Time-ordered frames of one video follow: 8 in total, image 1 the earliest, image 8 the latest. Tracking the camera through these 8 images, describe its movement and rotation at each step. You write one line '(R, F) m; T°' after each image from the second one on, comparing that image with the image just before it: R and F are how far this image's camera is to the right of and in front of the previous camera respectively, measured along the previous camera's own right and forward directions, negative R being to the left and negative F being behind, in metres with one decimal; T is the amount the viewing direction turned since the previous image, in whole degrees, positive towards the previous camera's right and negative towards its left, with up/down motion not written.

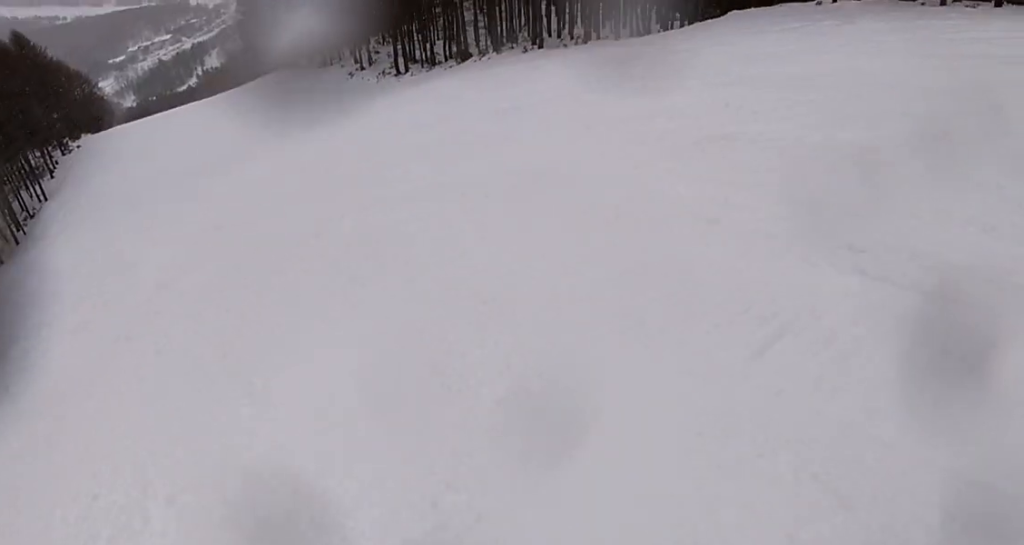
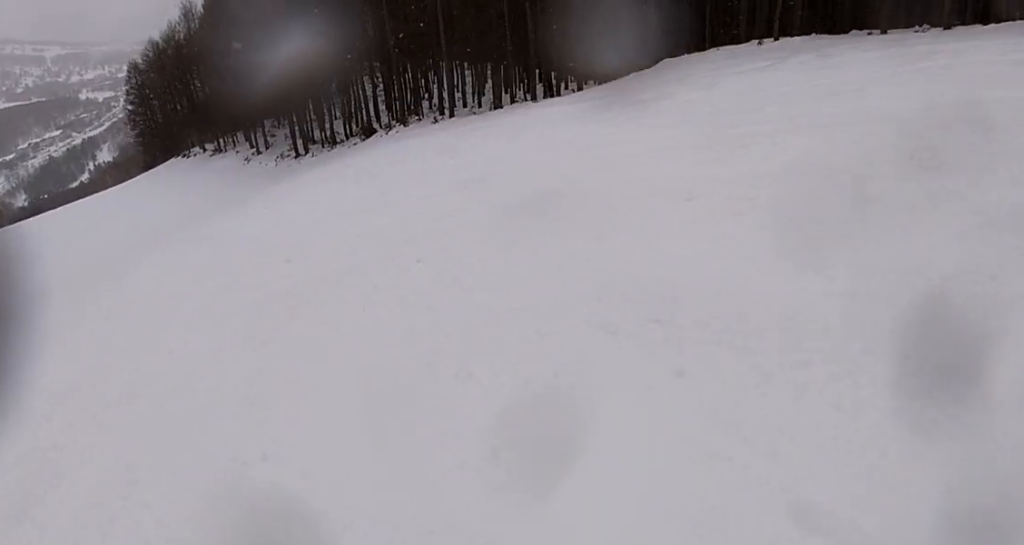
(+1.7, +3.4) m; +17°
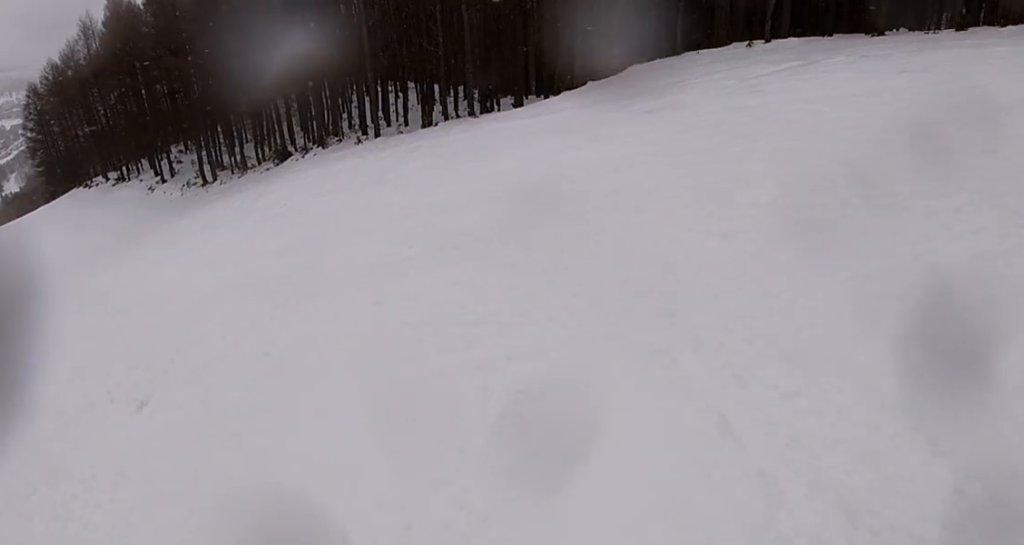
(+0.7, +4.6) m; +3°
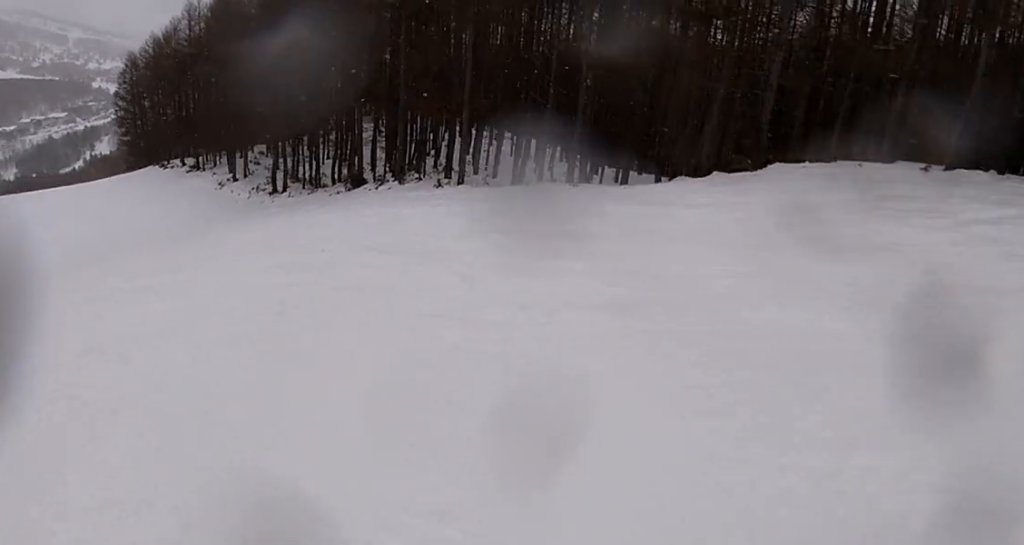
(0.0, +4.2) m; -10°
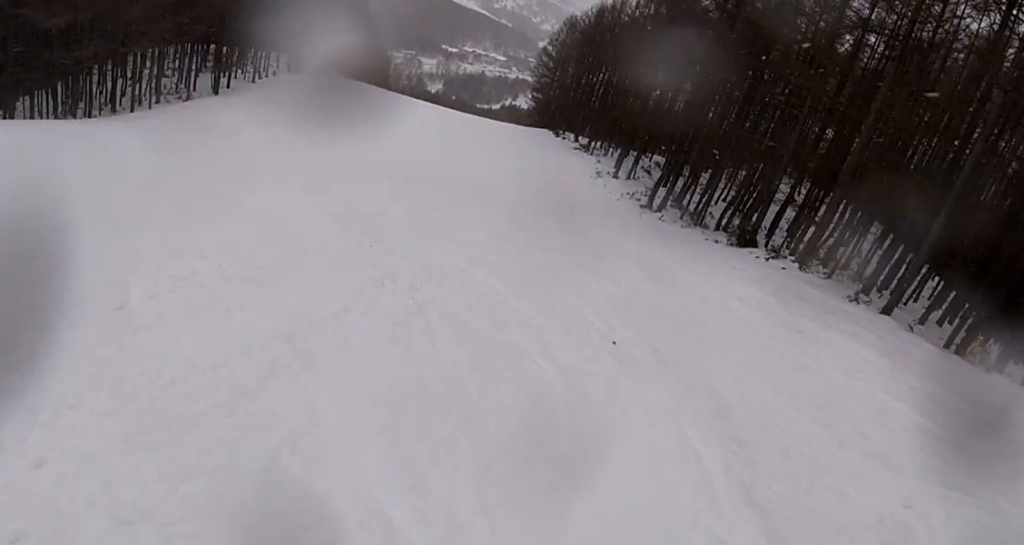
(-2.5, +8.3) m; -34°
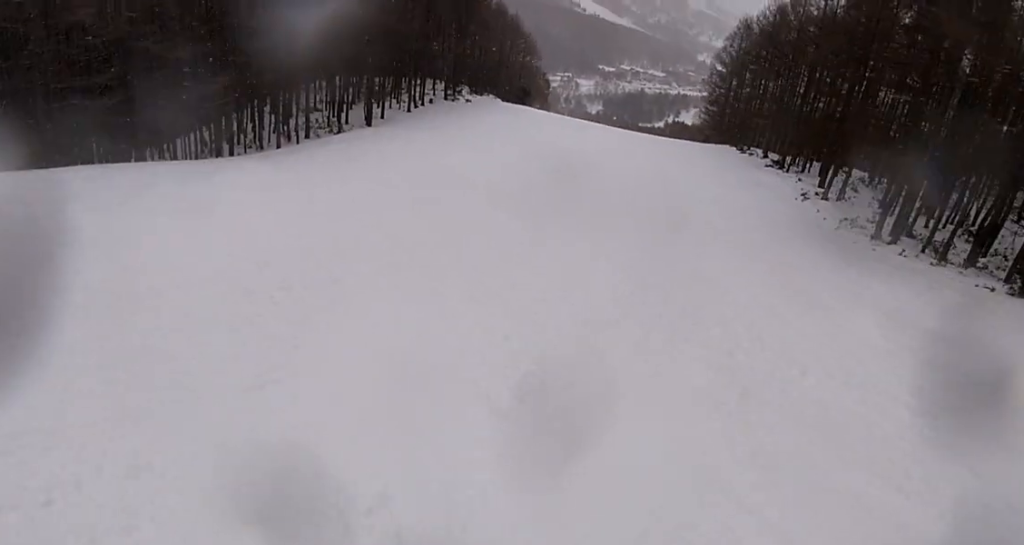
(-1.5, +6.7) m; -18°
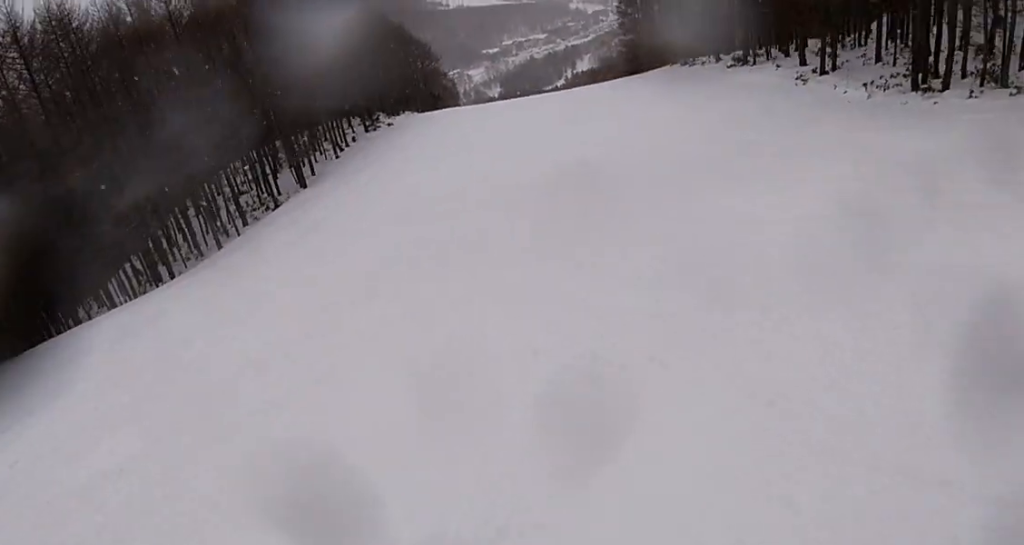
(-0.7, +7.9) m; +11°
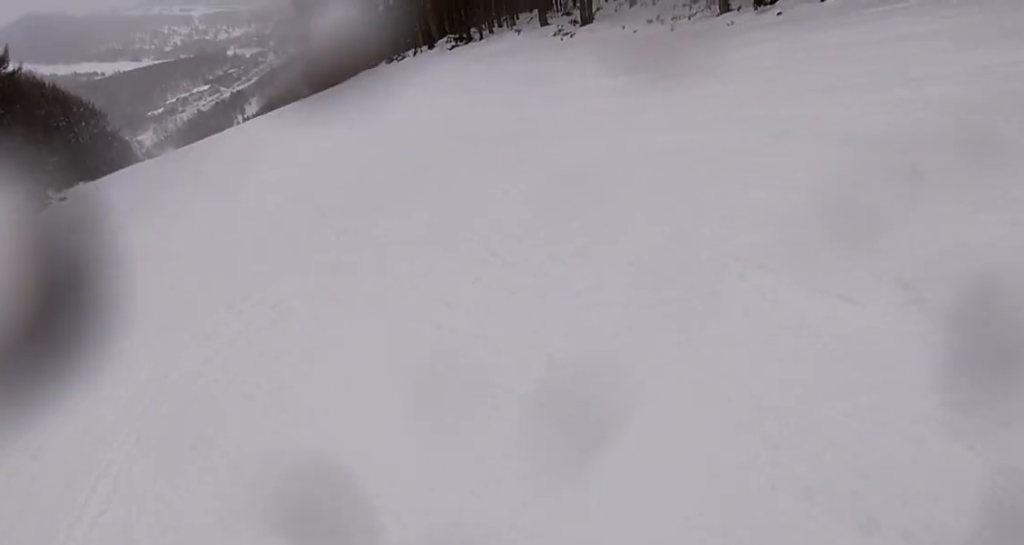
(+4.0, +10.9) m; +33°
